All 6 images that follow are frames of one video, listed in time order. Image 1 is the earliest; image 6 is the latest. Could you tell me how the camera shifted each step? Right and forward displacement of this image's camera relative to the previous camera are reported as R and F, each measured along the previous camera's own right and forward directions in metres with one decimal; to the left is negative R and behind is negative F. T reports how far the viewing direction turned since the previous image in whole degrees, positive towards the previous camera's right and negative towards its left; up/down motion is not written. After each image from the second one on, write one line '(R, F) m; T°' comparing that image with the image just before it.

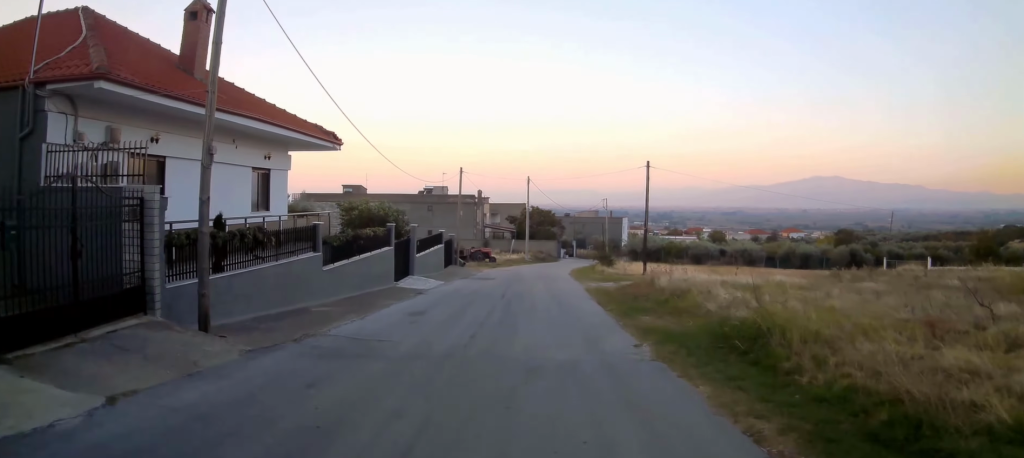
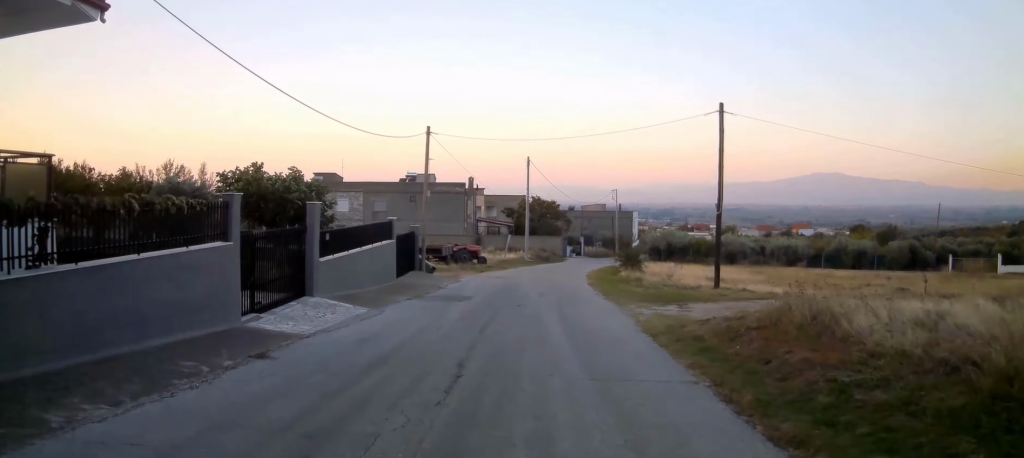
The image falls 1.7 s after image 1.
(0.0, +13.2) m; -1°
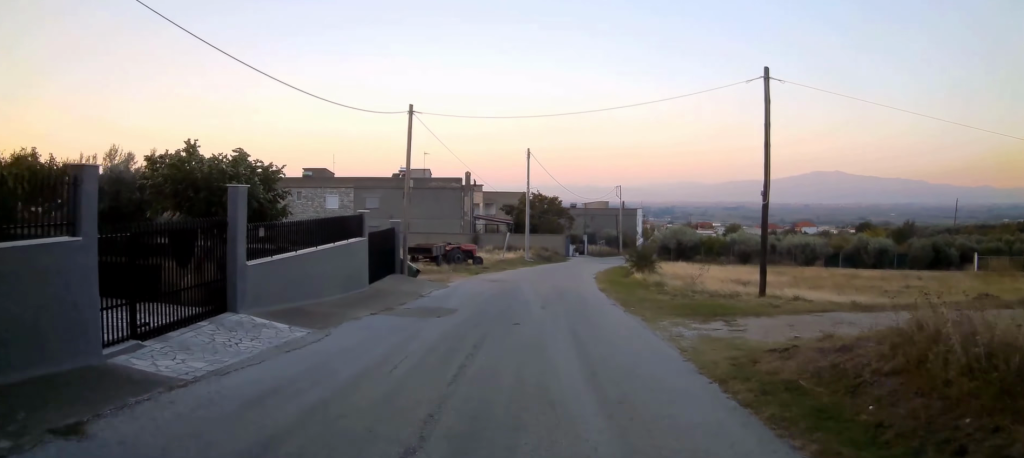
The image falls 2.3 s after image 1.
(+0.1, +4.1) m; +1°
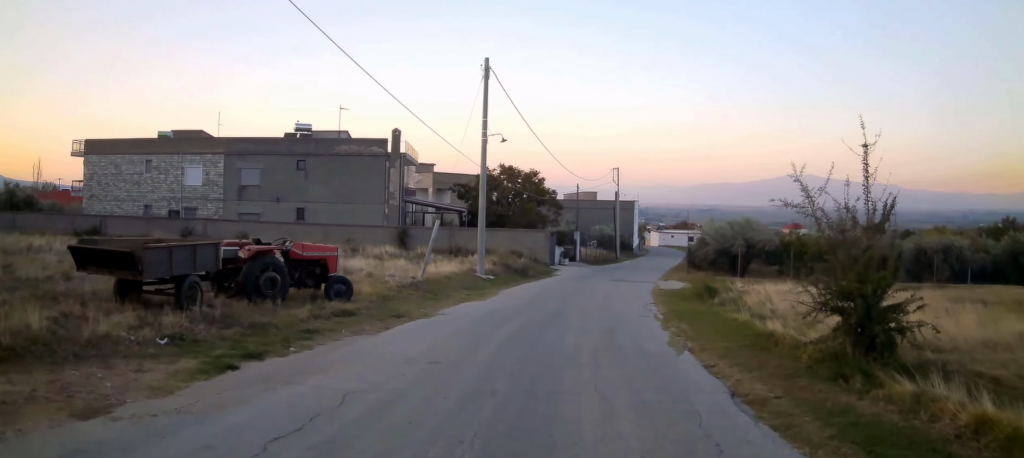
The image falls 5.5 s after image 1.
(+1.3, +24.9) m; +5°
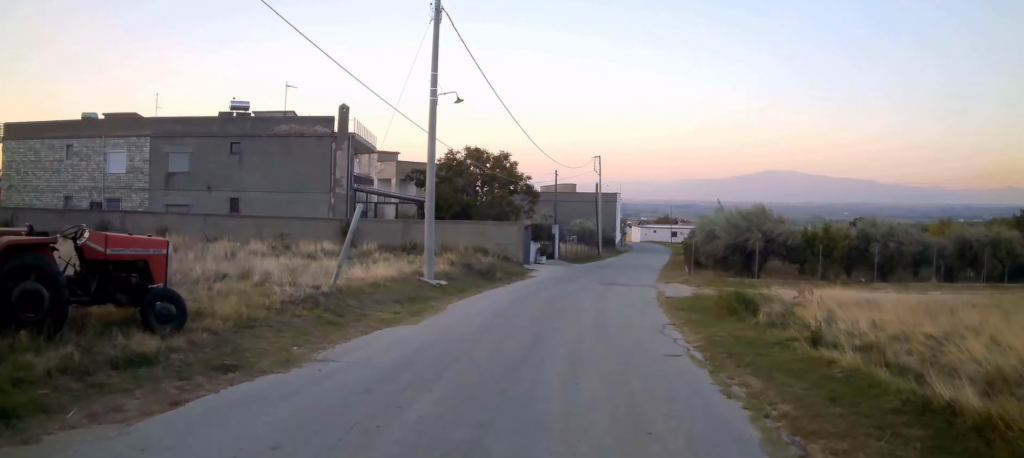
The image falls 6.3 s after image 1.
(0.0, +6.4) m; +1°
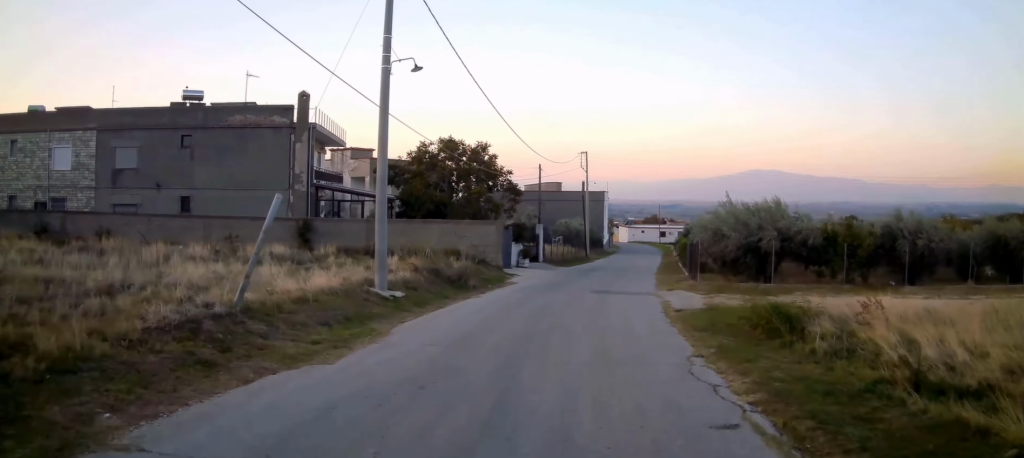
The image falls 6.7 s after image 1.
(-0.1, +3.7) m; +1°
